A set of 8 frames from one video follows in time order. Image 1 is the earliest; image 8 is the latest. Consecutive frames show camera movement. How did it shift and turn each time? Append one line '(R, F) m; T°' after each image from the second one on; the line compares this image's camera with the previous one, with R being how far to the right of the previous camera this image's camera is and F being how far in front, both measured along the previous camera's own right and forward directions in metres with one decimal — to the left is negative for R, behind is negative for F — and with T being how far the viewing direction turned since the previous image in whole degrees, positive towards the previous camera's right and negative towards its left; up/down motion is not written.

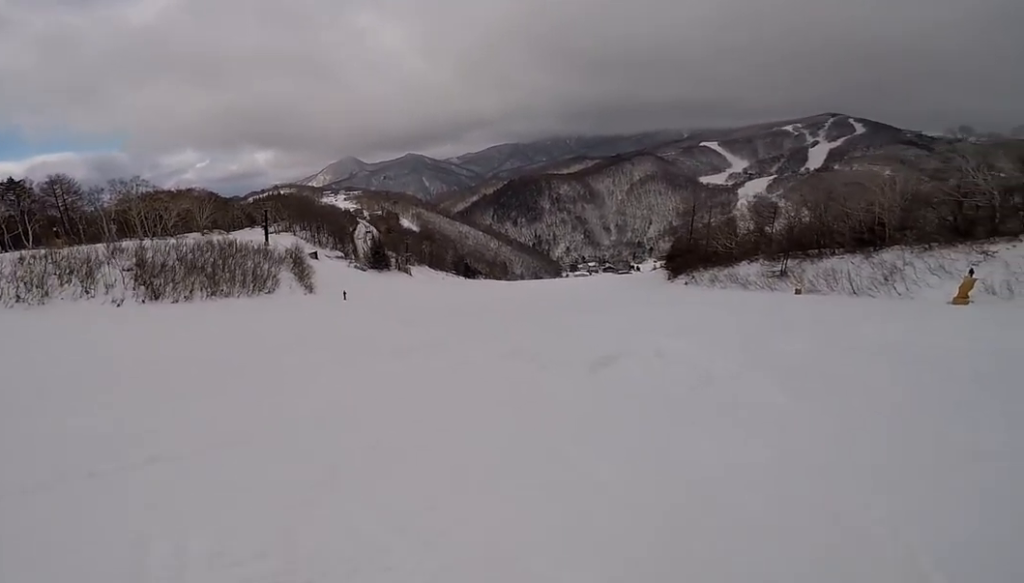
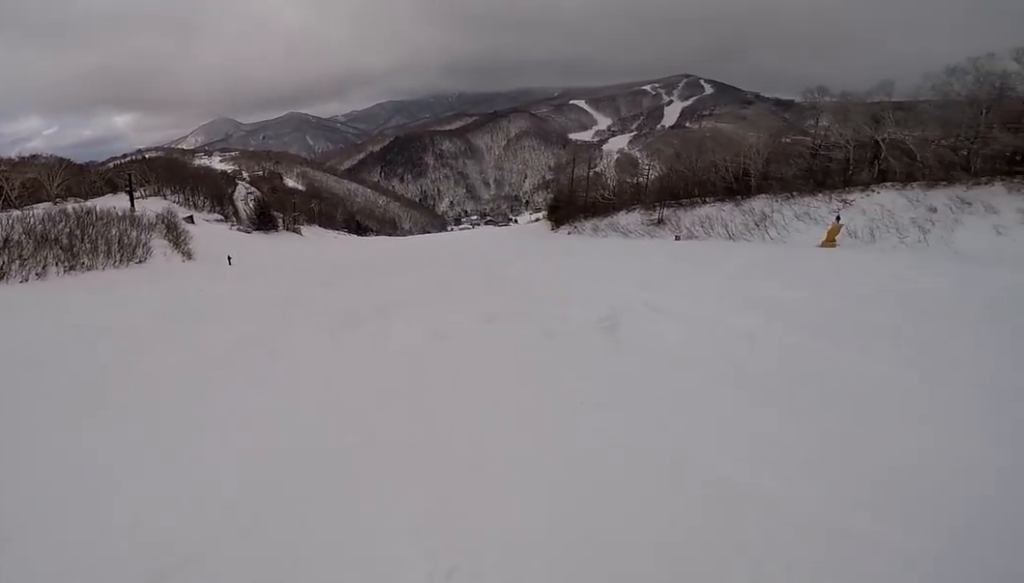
(+0.6, +2.2) m; +16°
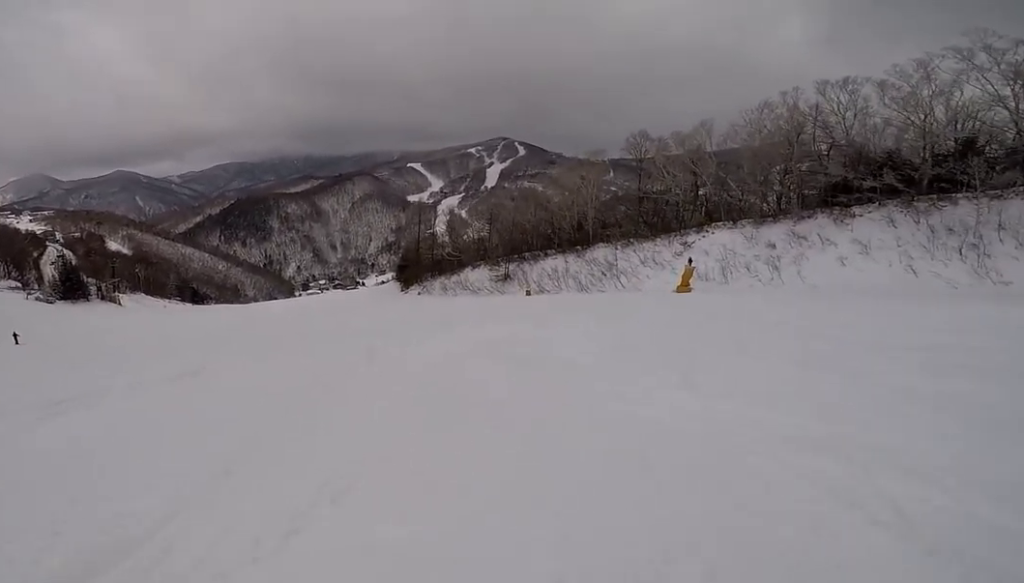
(+1.8, +5.3) m; +31°
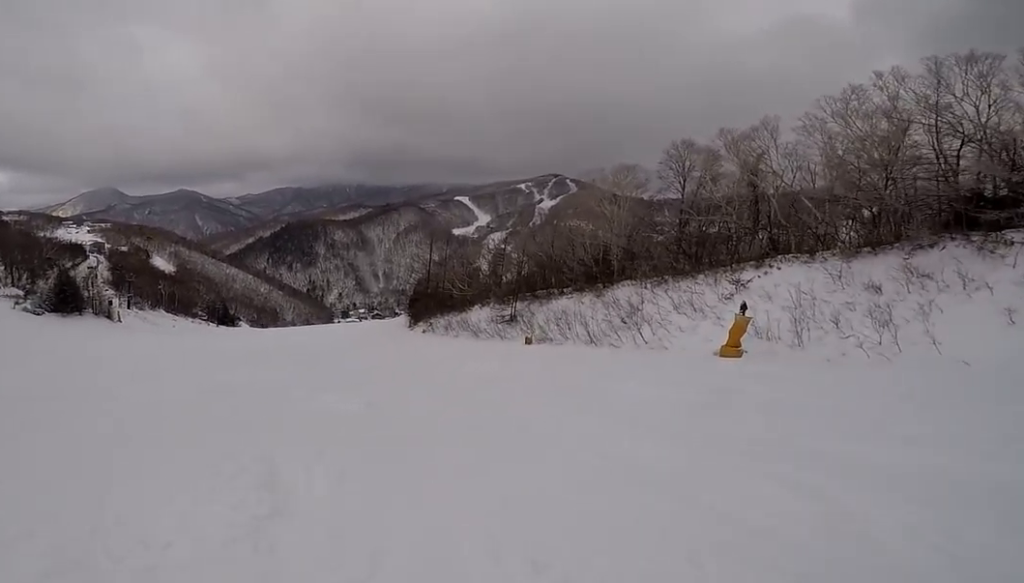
(-1.2, +12.4) m; -39°
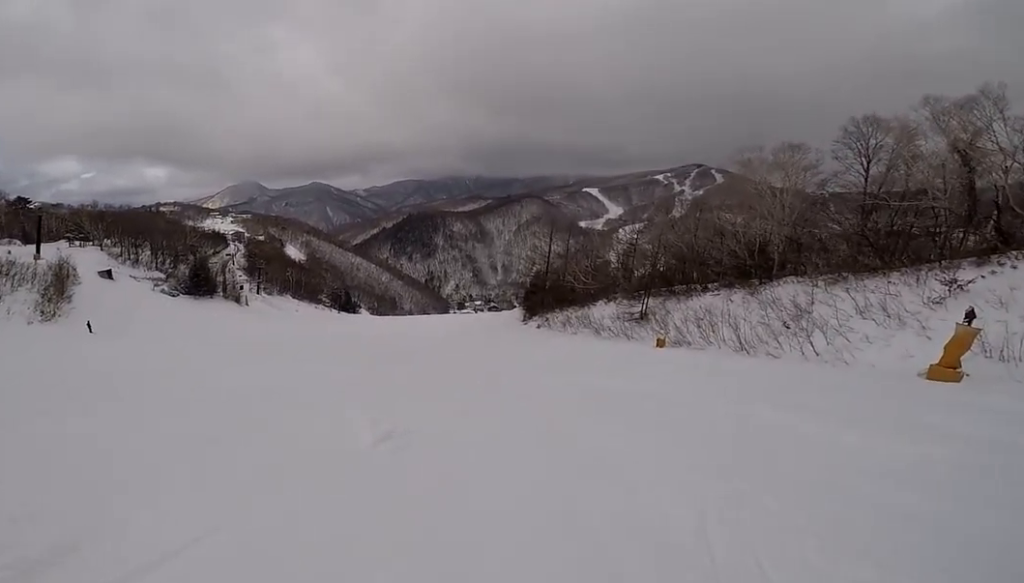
(-0.7, +3.2) m; -23°
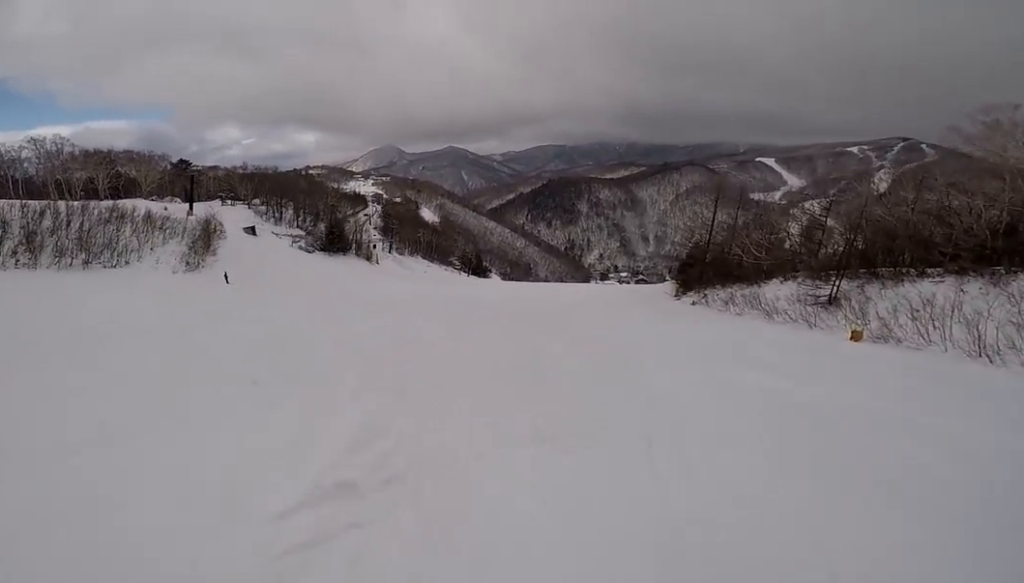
(-0.5, +3.0) m; -18°
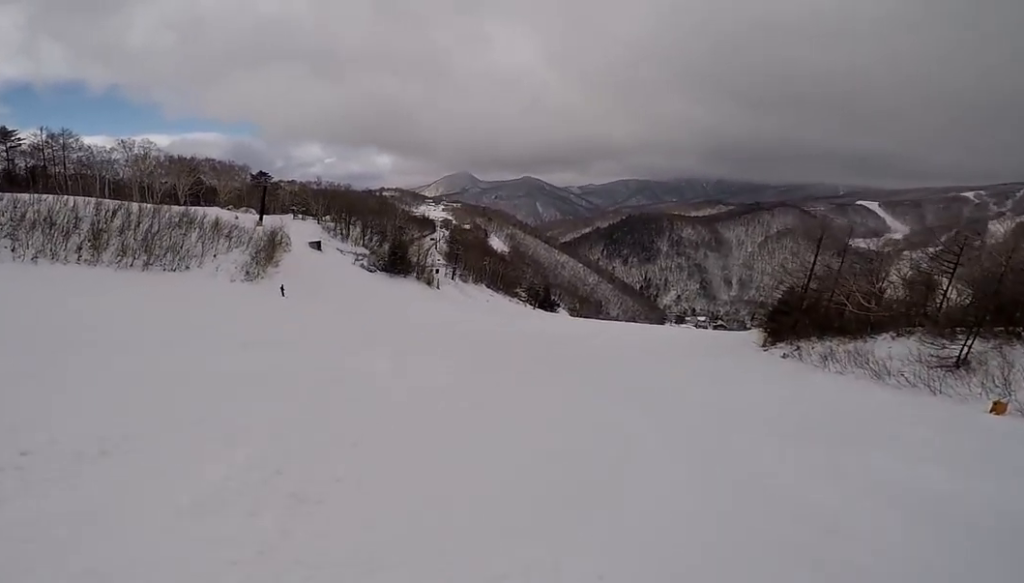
(-0.4, +2.9) m; -5°
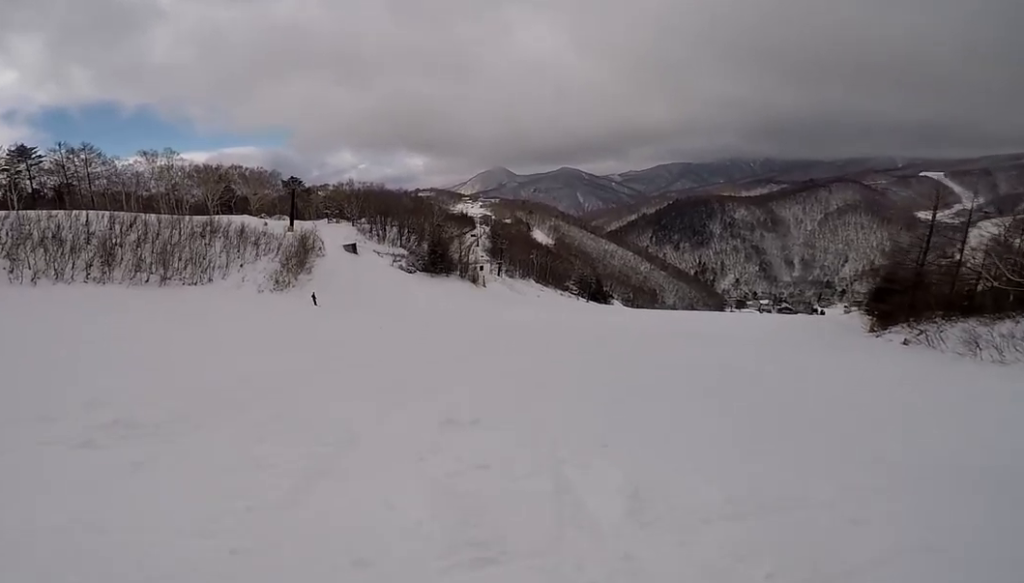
(-0.4, +6.1) m; -14°
